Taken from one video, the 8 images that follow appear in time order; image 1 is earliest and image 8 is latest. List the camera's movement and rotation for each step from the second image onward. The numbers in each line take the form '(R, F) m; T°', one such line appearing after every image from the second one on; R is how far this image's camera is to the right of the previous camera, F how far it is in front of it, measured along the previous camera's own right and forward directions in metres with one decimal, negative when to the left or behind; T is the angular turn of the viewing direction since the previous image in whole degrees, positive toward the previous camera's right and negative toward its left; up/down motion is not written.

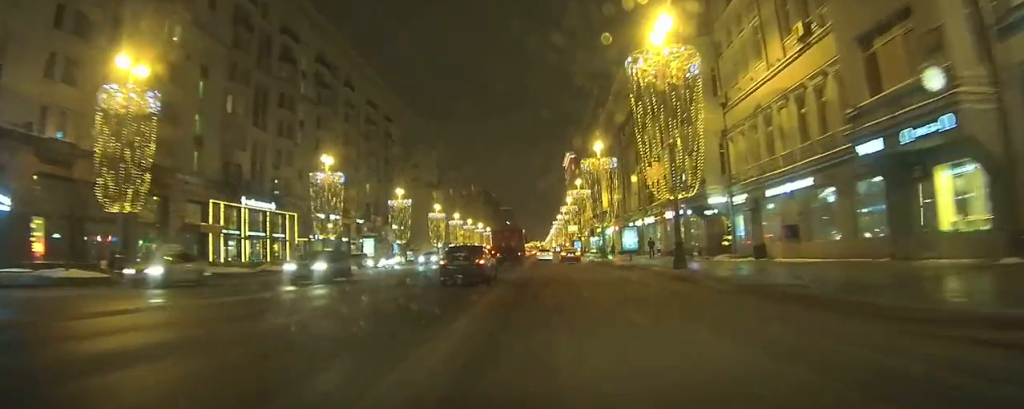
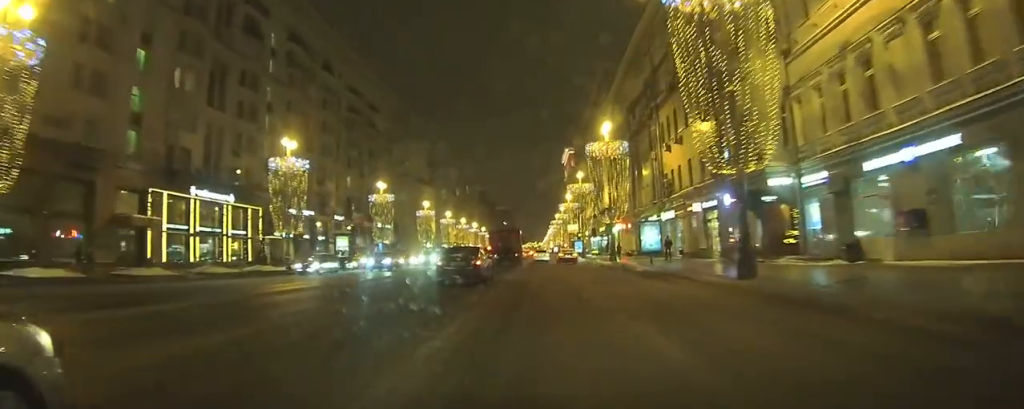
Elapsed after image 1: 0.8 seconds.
(0.0, +9.0) m; 0°
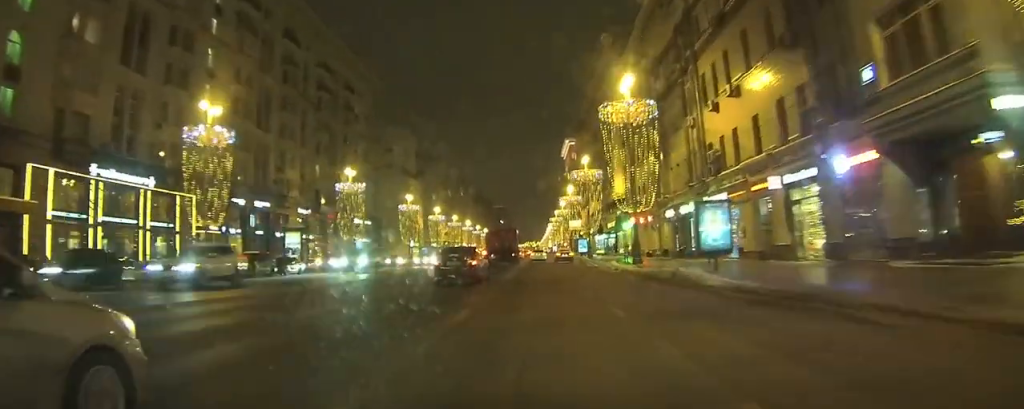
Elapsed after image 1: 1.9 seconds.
(-0.1, +13.0) m; -1°
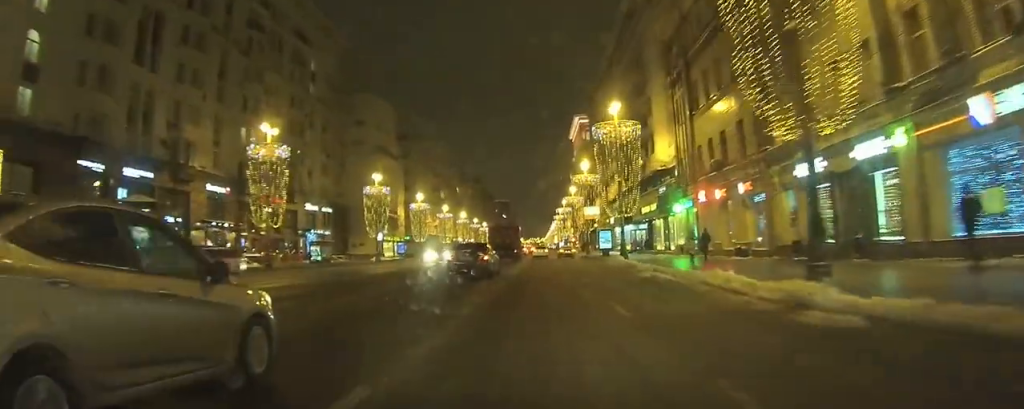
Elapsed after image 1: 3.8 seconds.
(+0.1, +23.2) m; +1°
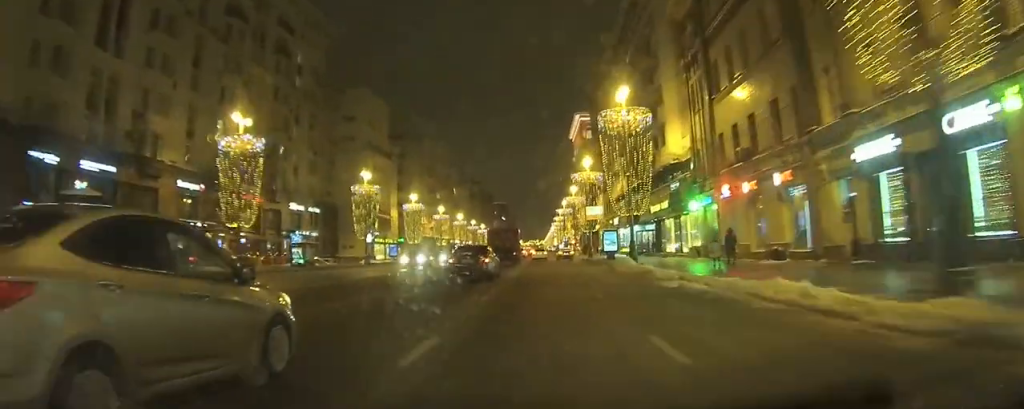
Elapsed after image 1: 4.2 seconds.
(+0.1, +4.9) m; 0°
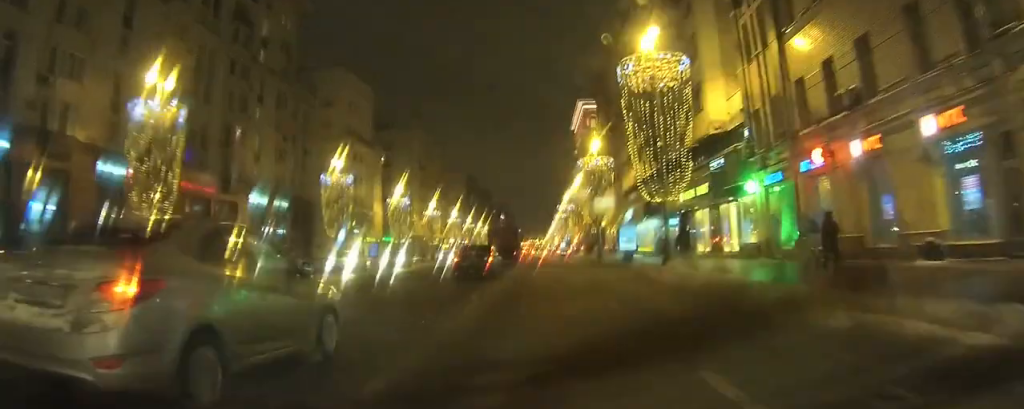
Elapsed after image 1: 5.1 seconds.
(-0.2, +11.5) m; -1°
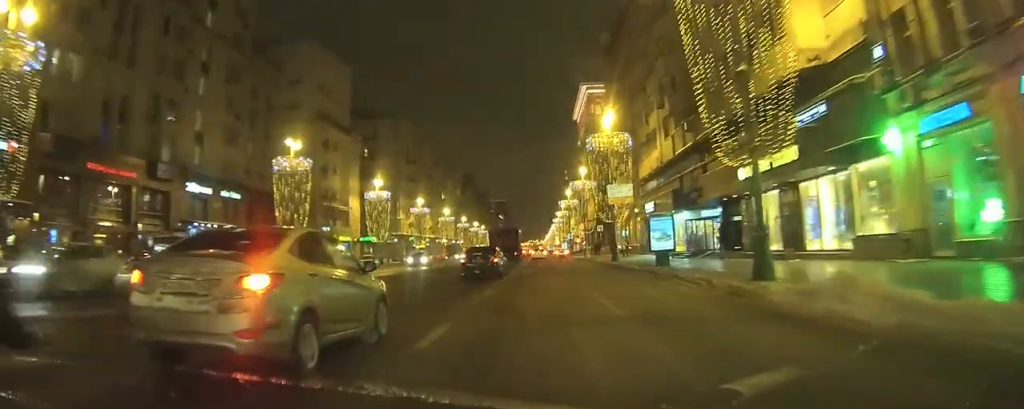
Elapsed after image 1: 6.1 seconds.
(0.0, +14.3) m; -1°
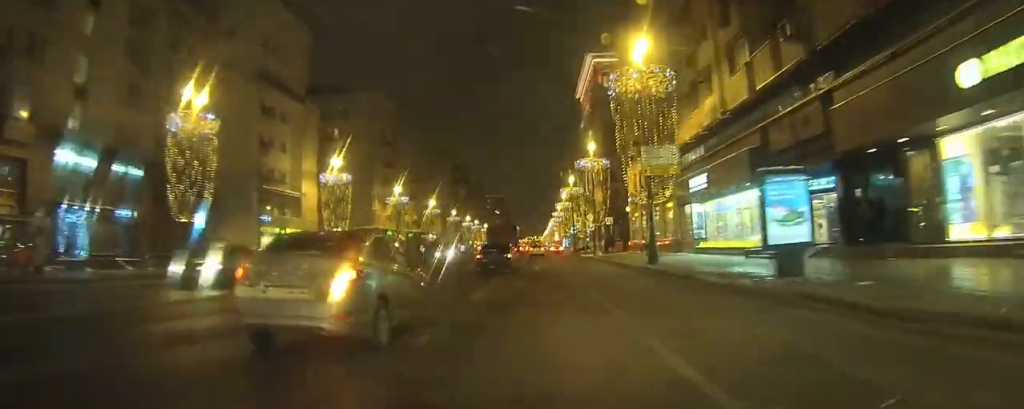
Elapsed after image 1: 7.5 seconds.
(+0.2, +19.8) m; +3°
